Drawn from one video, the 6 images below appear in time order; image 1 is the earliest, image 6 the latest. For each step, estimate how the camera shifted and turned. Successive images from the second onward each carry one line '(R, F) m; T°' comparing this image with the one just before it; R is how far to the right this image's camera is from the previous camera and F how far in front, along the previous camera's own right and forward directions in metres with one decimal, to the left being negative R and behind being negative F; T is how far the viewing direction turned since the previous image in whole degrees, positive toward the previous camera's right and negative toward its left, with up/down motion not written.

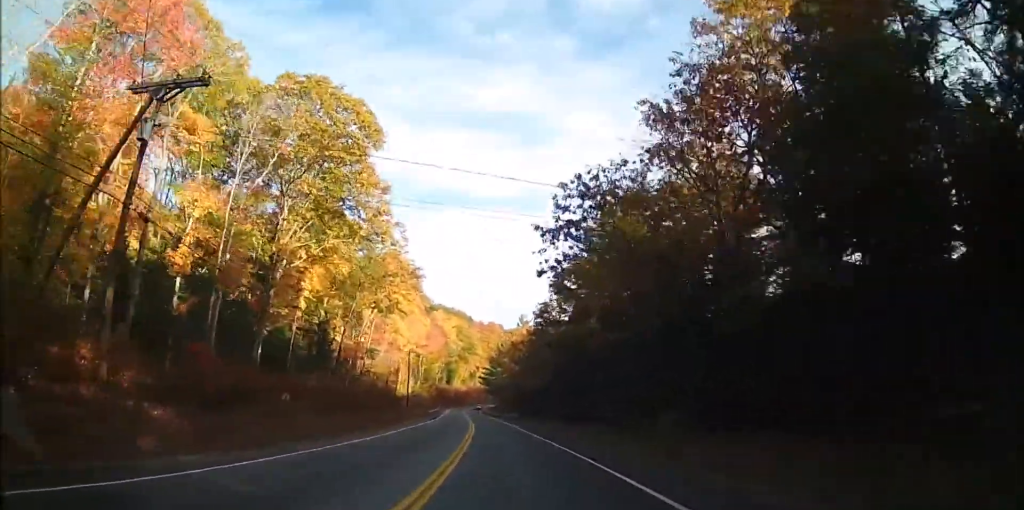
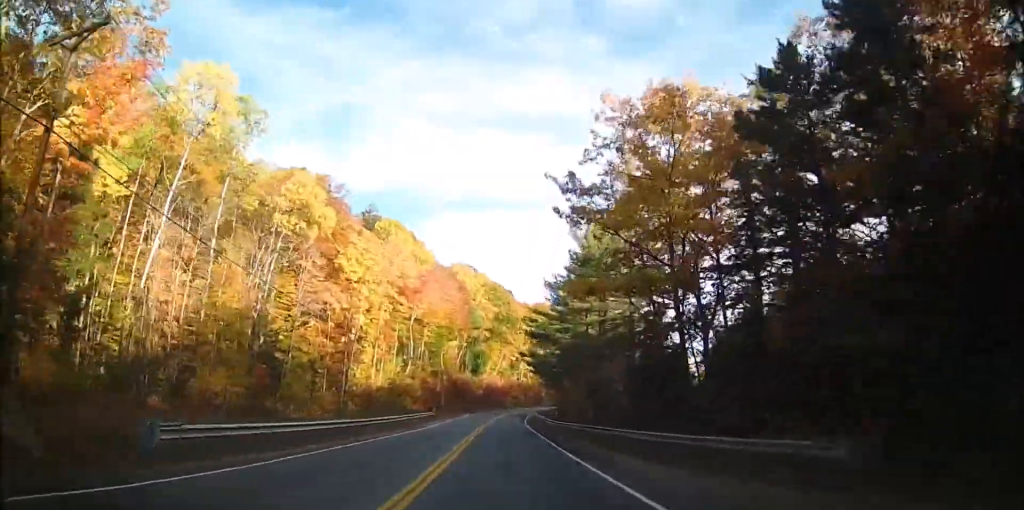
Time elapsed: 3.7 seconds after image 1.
(-1.6, +70.6) m; -1°
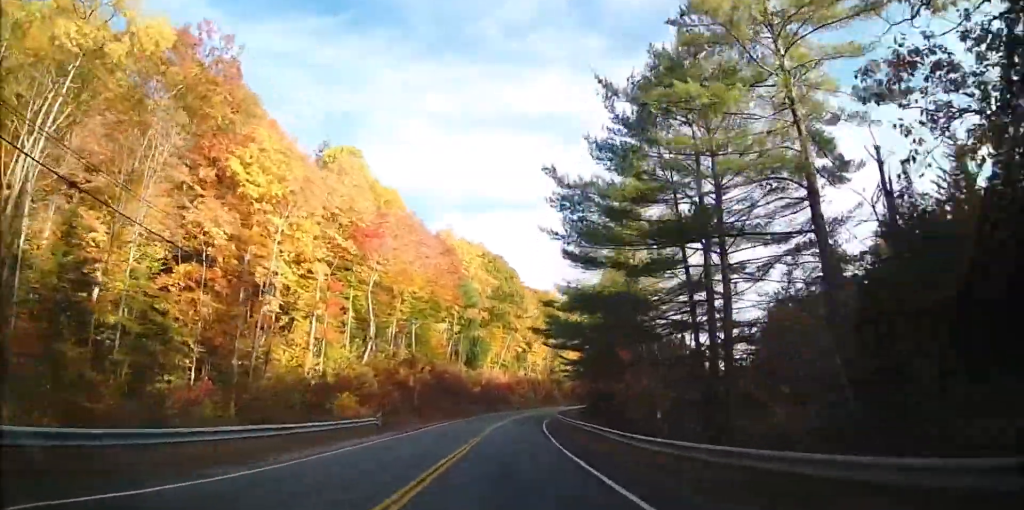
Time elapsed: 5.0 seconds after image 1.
(+0.1, +25.6) m; 0°
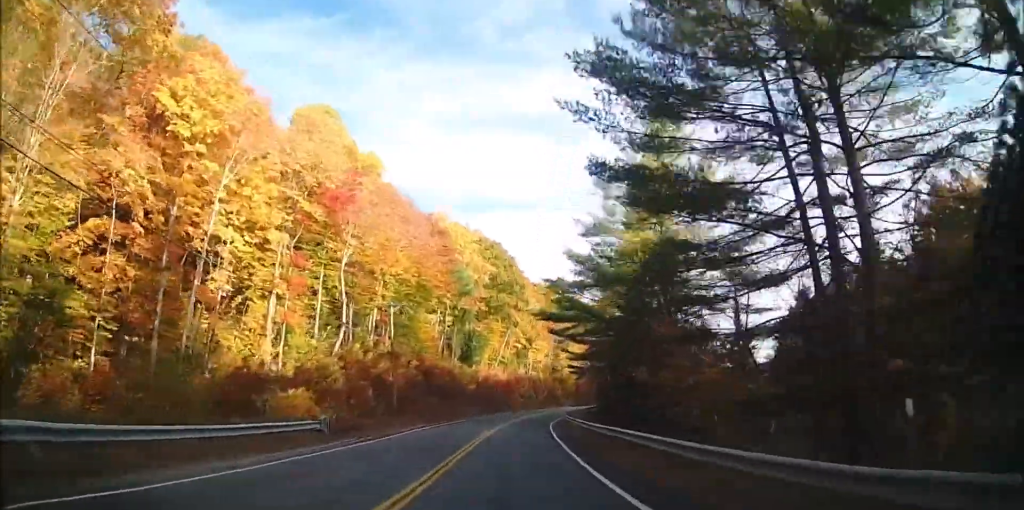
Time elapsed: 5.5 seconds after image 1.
(-0.1, +8.9) m; 0°
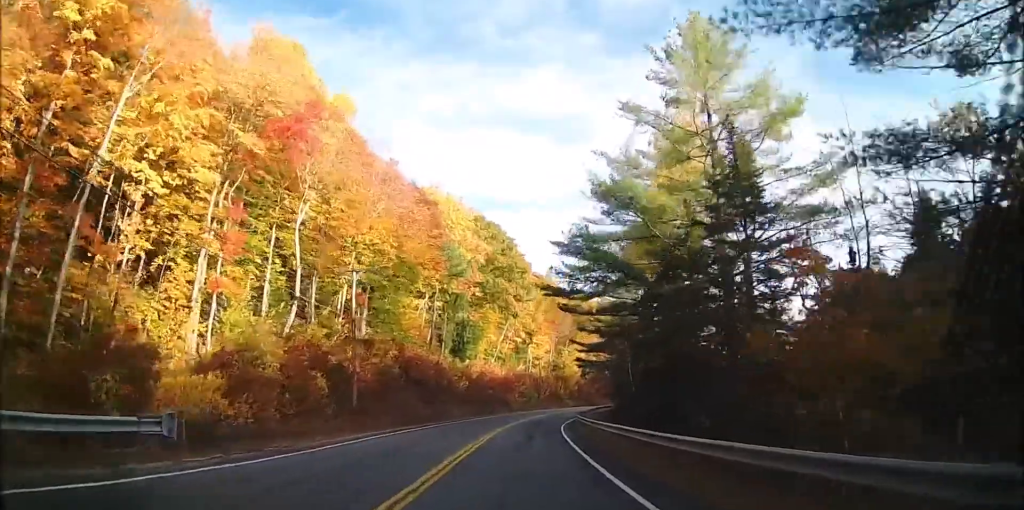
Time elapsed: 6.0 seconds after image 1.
(+0.1, +10.2) m; +1°
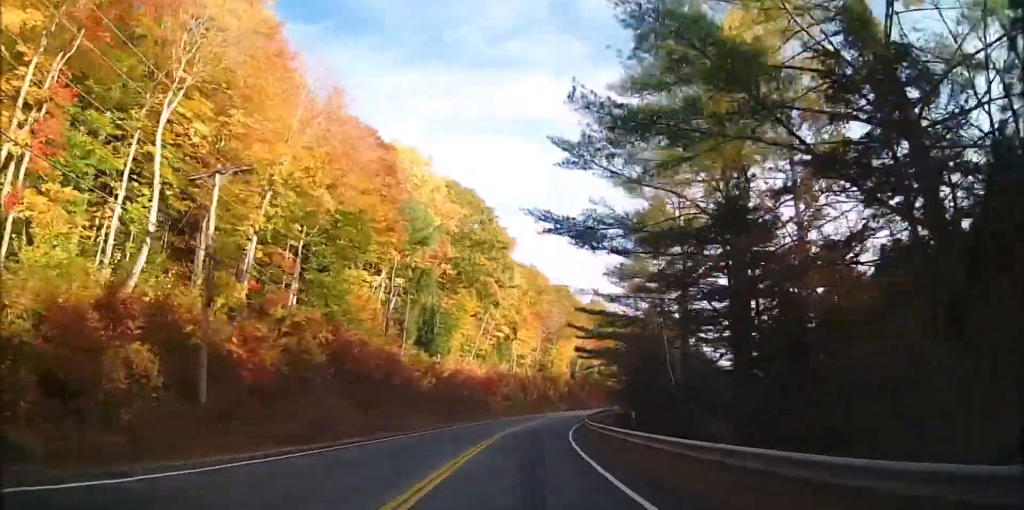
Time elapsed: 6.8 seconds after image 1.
(+0.1, +14.6) m; +1°
